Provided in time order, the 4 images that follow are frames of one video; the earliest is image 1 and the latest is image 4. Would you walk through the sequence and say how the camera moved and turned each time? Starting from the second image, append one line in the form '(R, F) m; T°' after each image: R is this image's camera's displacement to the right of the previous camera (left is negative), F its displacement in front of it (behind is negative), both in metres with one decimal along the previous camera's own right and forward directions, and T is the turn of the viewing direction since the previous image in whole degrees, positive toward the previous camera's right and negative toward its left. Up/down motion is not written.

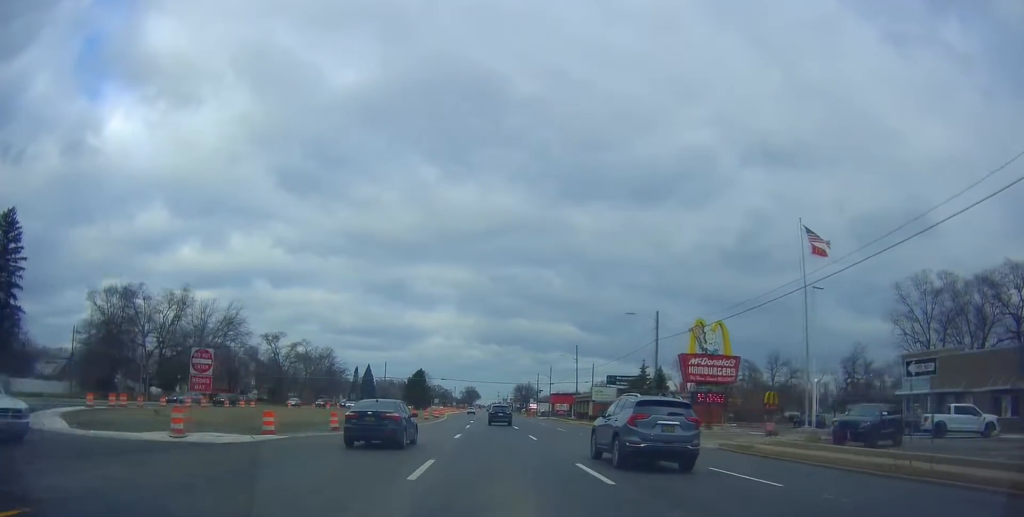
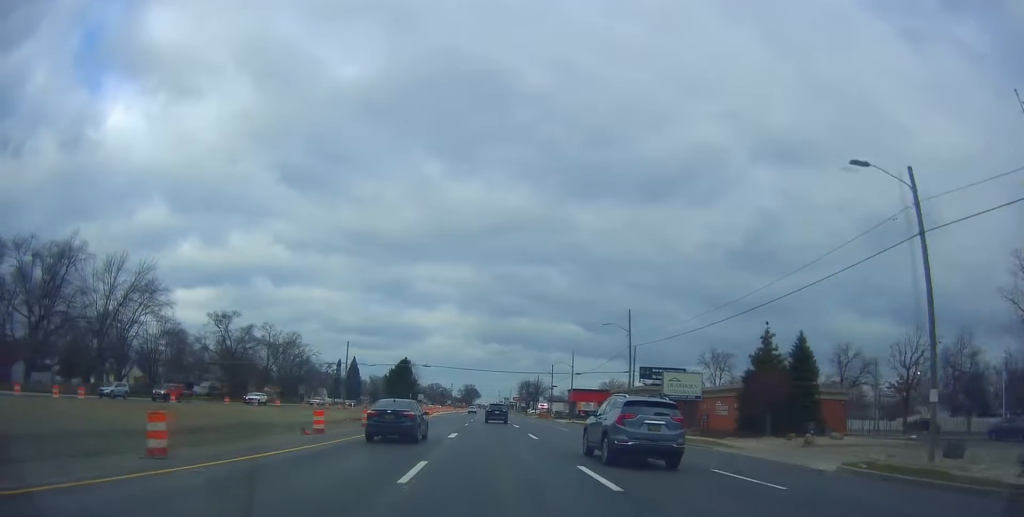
(-1.1, +31.9) m; -2°
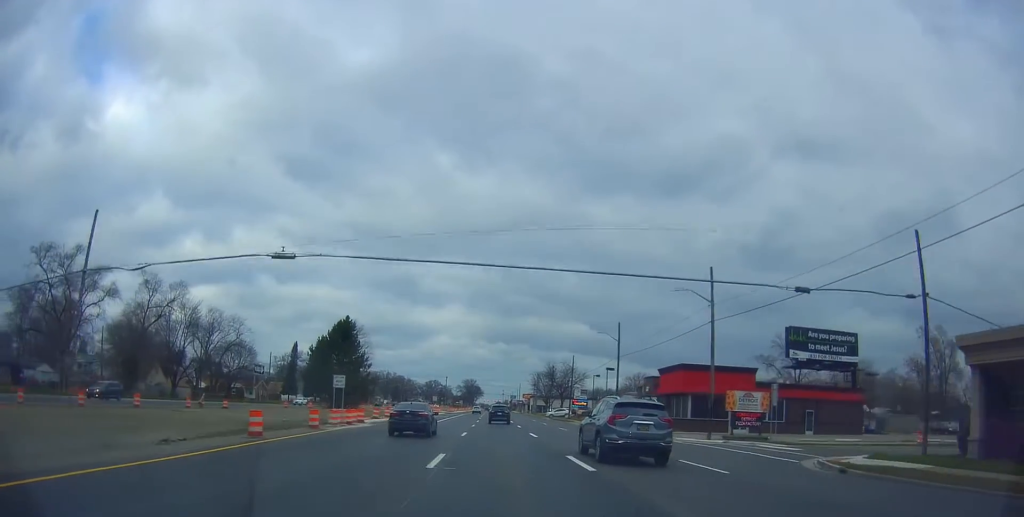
(+1.7, +58.8) m; +1°
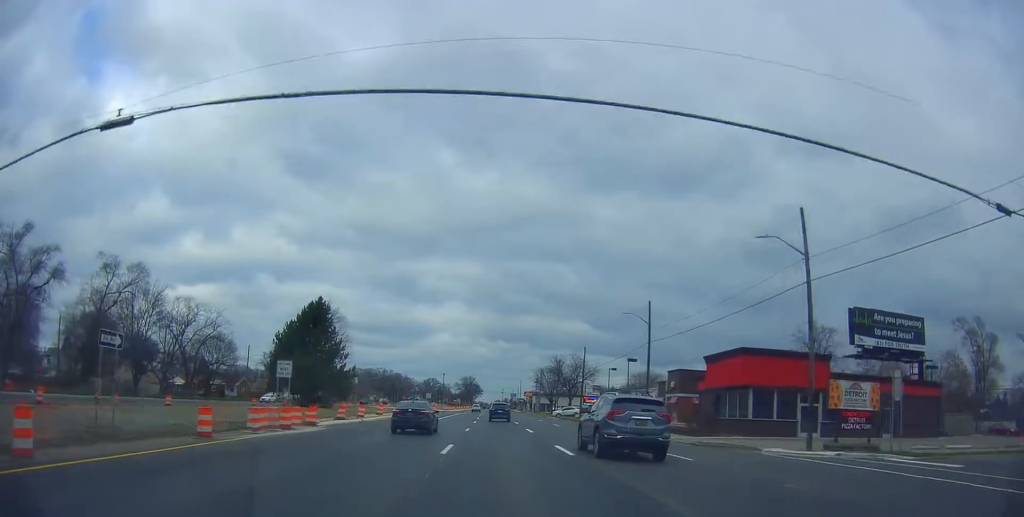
(-0.3, +12.3) m; +1°
